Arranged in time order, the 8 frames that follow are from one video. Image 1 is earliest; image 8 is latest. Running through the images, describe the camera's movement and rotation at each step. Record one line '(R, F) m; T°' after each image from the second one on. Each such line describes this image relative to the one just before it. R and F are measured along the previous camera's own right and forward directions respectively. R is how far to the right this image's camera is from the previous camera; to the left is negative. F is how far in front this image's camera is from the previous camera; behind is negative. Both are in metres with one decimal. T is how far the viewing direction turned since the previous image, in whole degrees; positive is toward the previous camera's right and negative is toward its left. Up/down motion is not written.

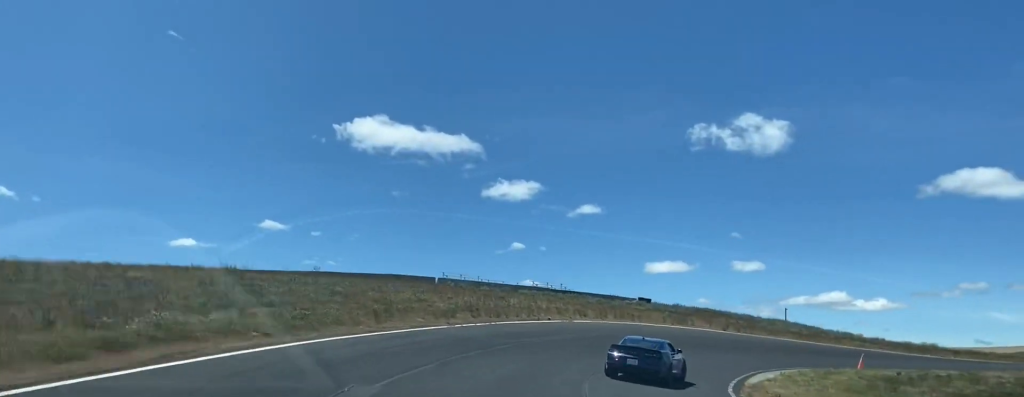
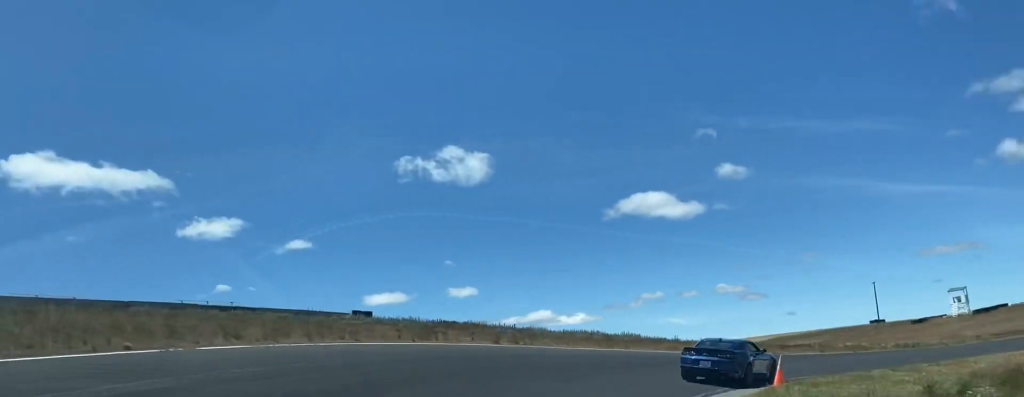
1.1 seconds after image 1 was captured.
(+1.7, +24.9) m; +16°
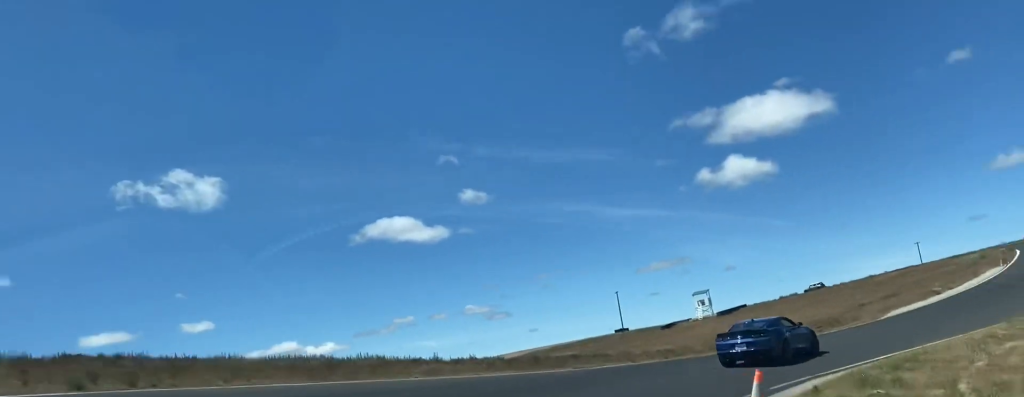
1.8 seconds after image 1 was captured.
(+3.0, +15.9) m; +17°
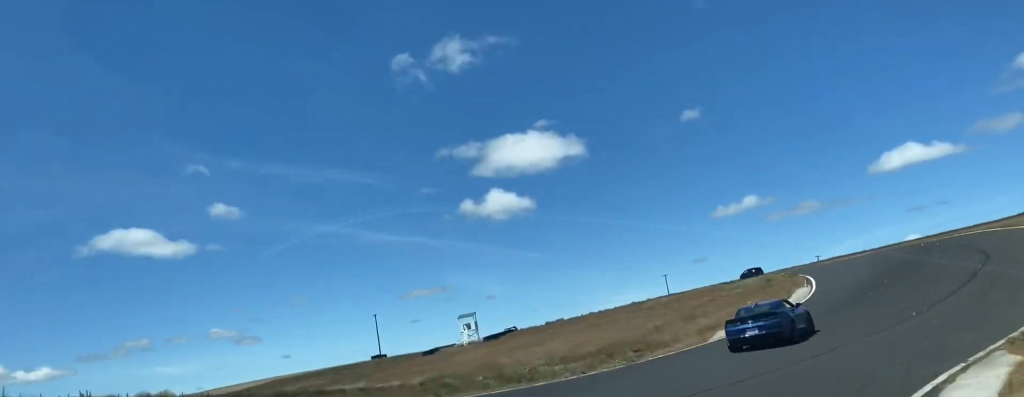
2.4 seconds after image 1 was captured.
(+2.0, +13.6) m; +15°
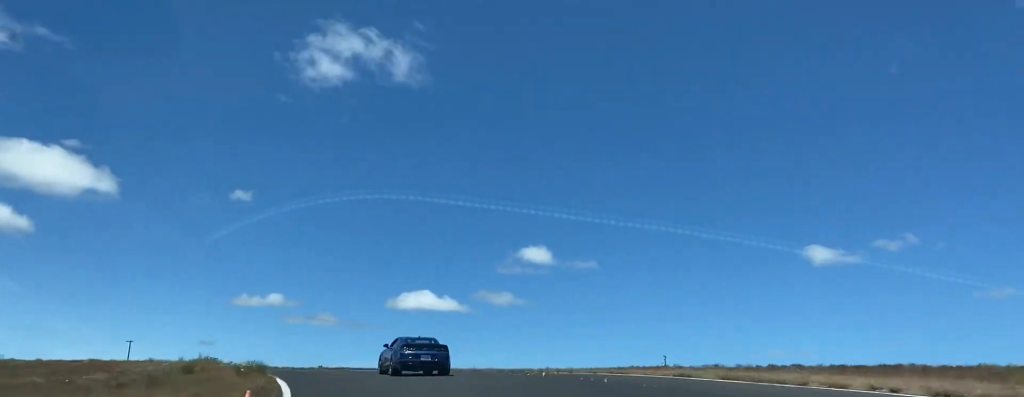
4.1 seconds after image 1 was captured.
(+13.7, +38.2) m; +30°
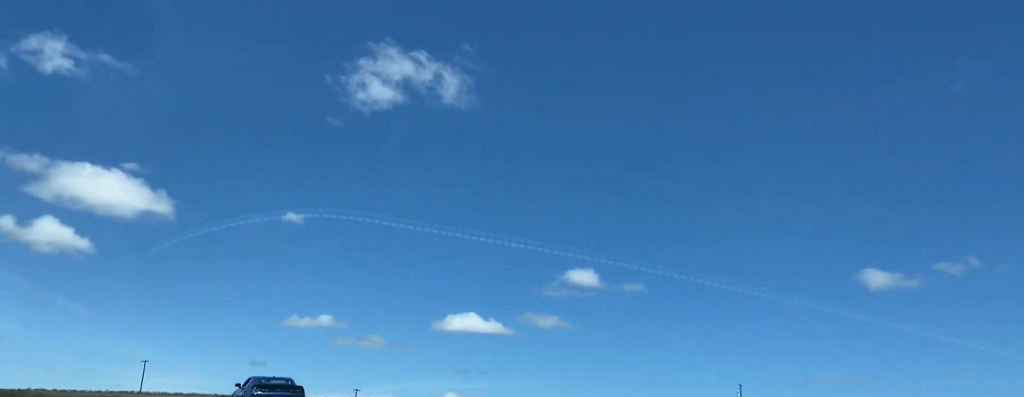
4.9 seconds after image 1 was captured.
(+0.7, +19.9) m; -3°
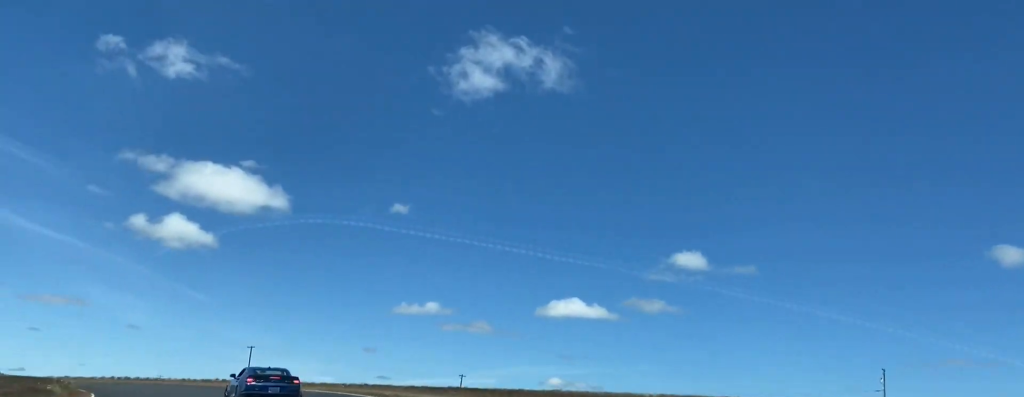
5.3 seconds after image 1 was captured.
(-0.6, +10.7) m; -6°
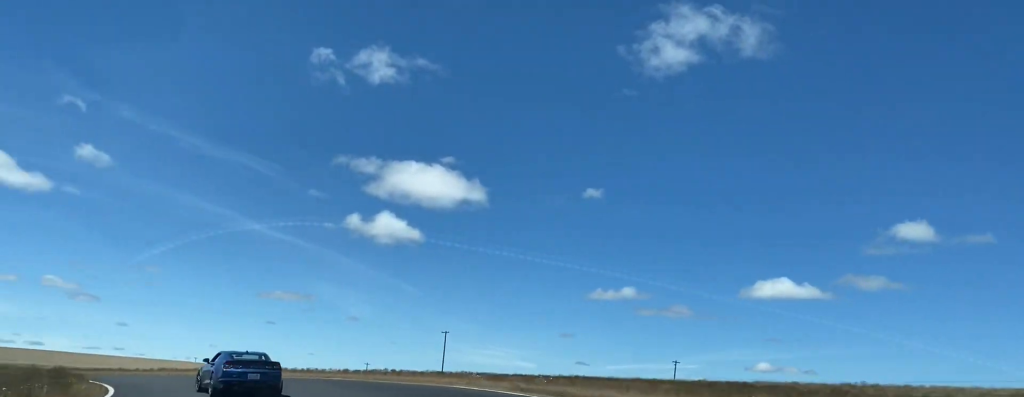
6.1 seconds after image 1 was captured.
(-1.2, +19.4) m; -13°
